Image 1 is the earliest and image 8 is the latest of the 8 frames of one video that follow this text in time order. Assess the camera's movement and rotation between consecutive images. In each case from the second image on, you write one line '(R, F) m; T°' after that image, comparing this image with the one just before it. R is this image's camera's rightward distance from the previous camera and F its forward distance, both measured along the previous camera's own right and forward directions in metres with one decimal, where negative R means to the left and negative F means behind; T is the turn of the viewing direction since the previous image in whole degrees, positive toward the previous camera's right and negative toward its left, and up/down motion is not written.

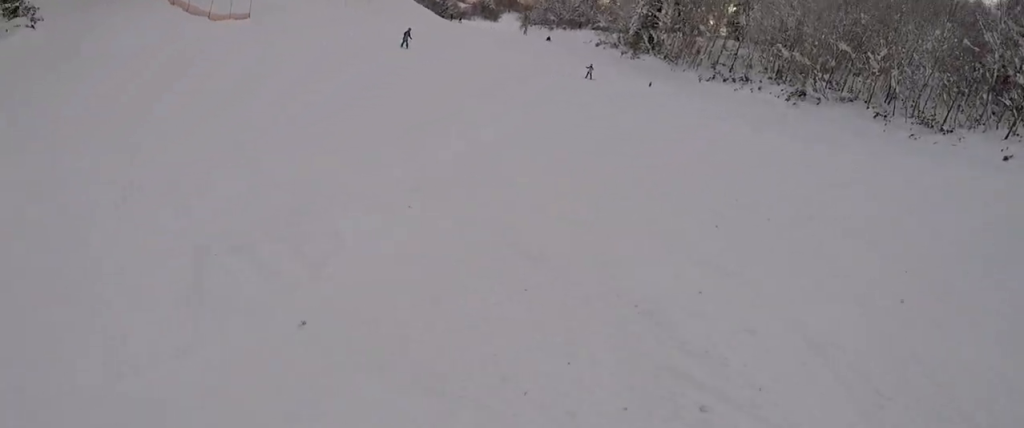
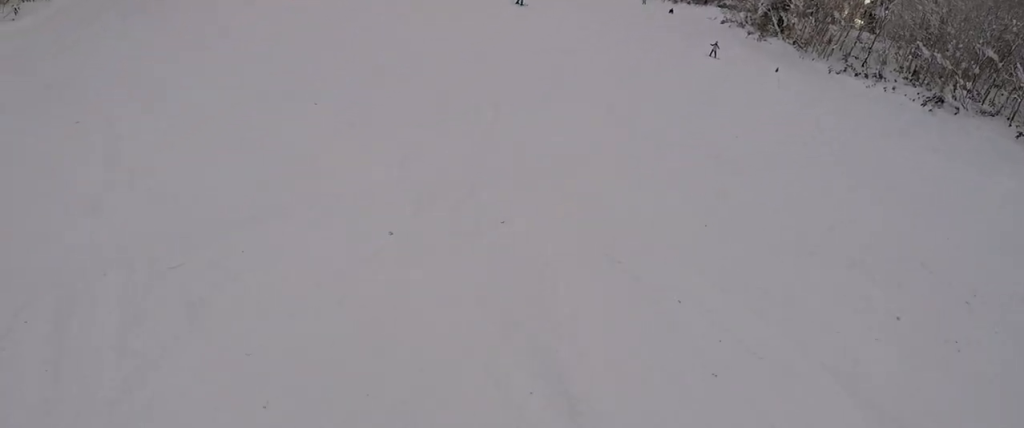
(-0.5, +2.1) m; -11°
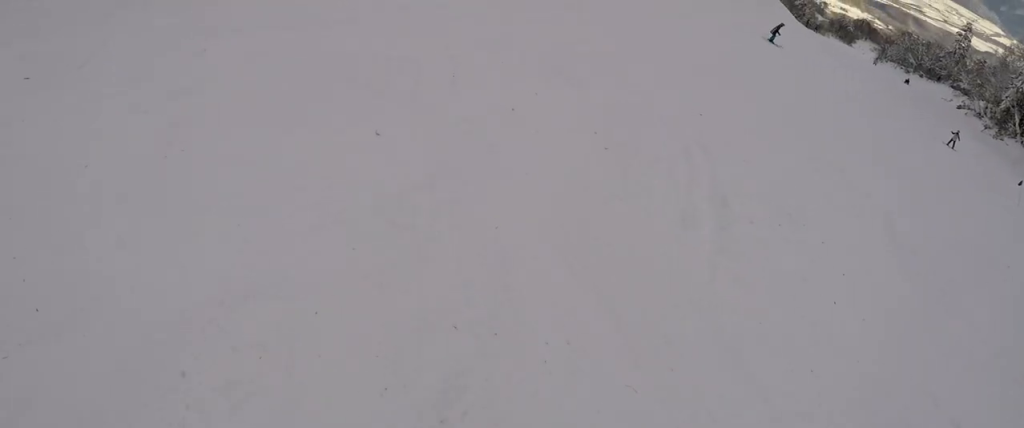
(-1.6, +3.6) m; -17°
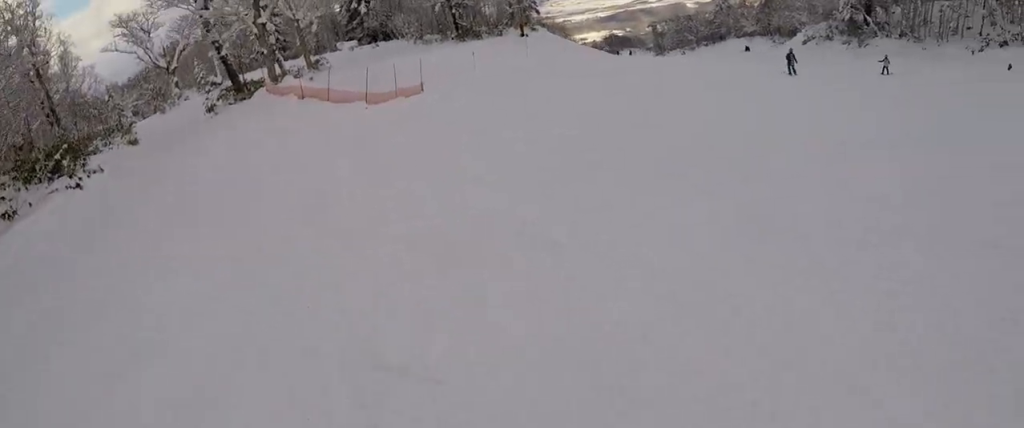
(+3.3, +12.8) m; +36°
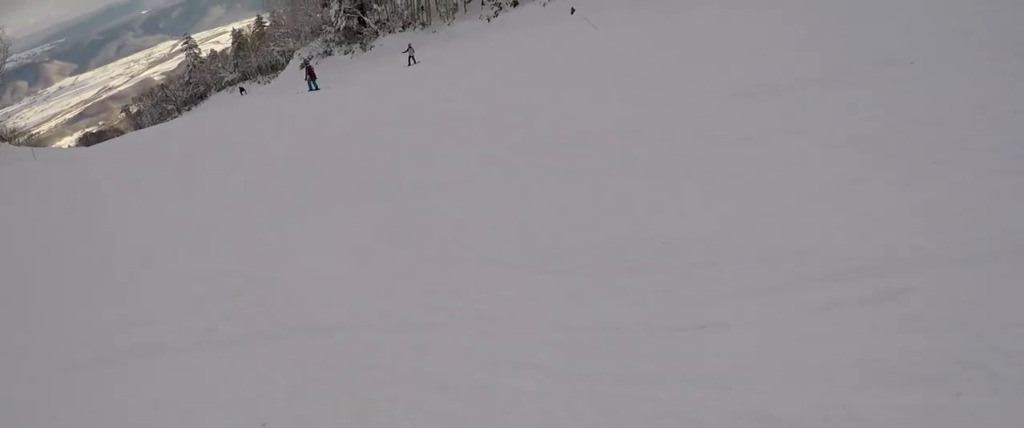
(+2.8, +6.6) m; +46°
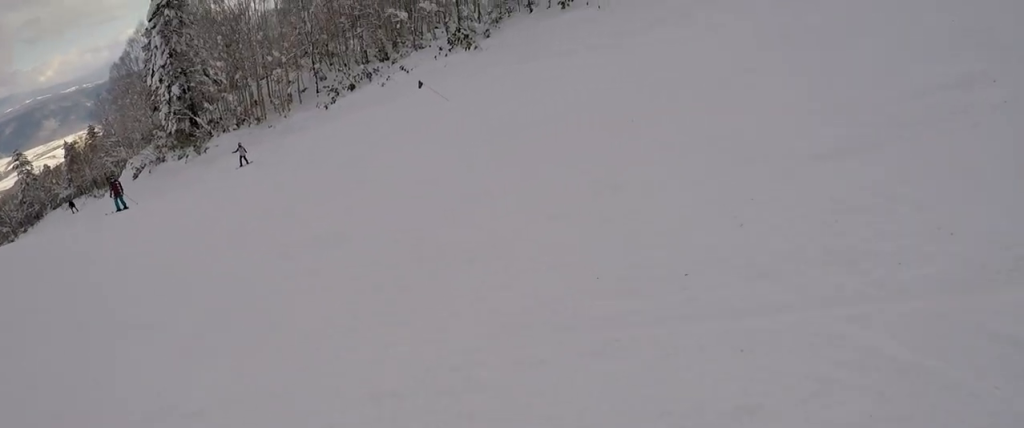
(+0.9, +3.3) m; +15°
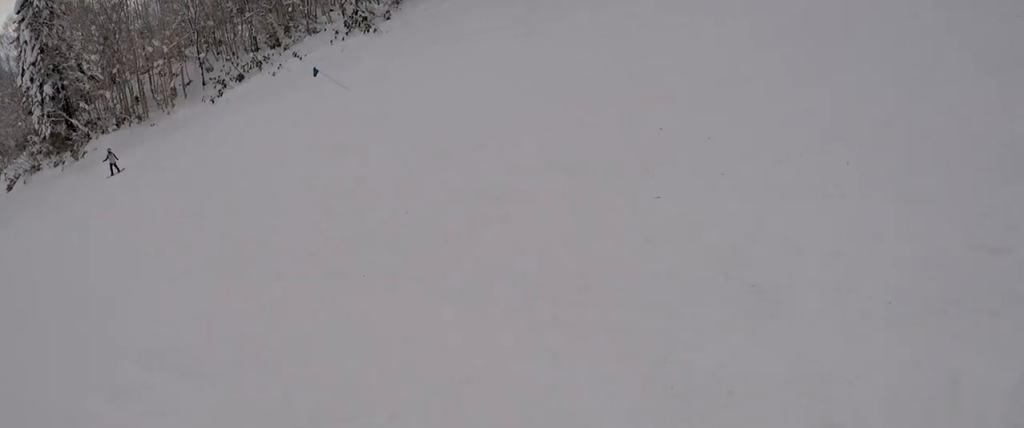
(0.0, +2.6) m; +4°
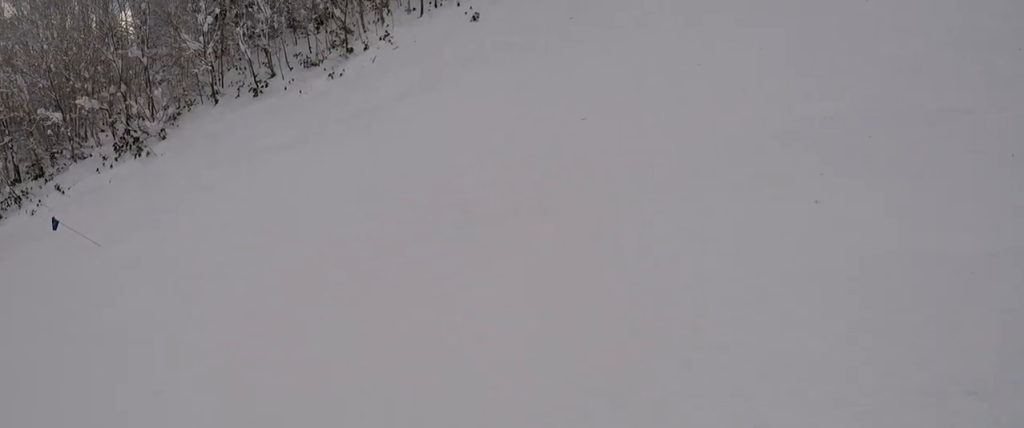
(+0.5, +5.7) m; +17°
